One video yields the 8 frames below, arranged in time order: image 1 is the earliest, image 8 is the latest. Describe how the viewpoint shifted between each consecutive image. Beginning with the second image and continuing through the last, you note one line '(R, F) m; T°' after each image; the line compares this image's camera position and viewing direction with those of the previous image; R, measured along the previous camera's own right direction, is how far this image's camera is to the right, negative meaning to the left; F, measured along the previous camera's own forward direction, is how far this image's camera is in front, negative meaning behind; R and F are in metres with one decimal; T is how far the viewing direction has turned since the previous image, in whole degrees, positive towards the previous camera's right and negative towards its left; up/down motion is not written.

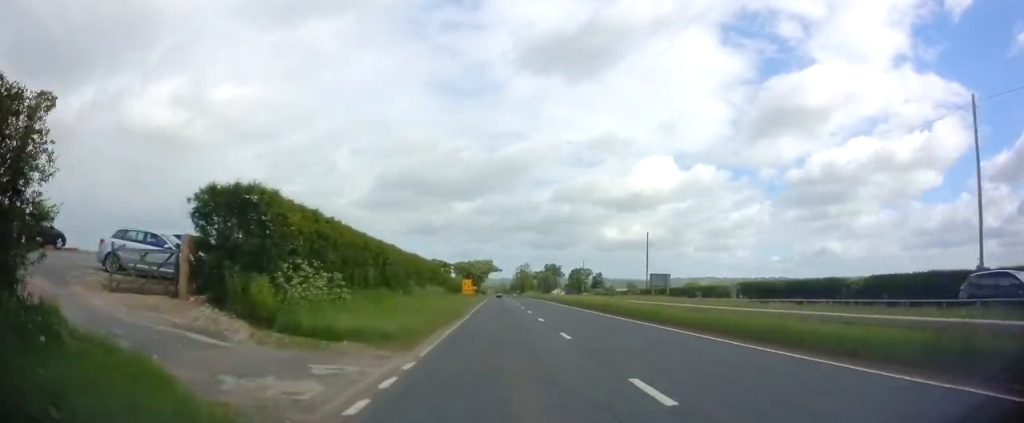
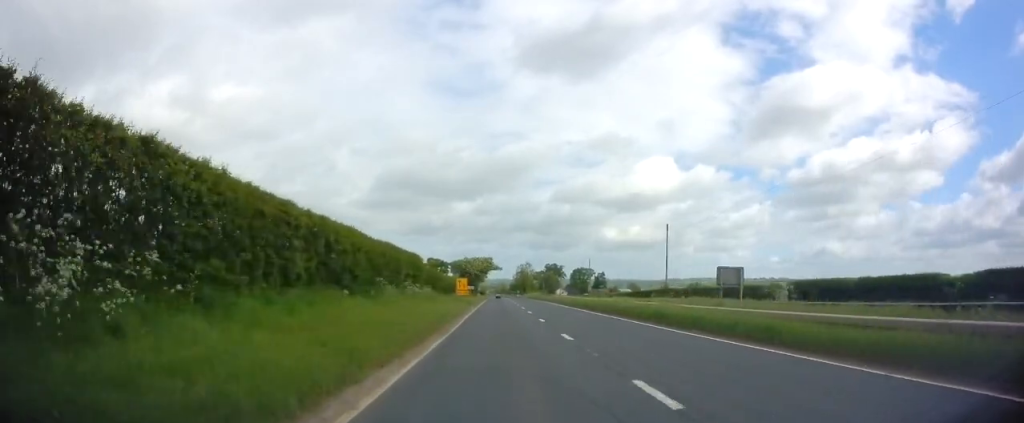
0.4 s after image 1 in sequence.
(0.0, +9.0) m; 0°
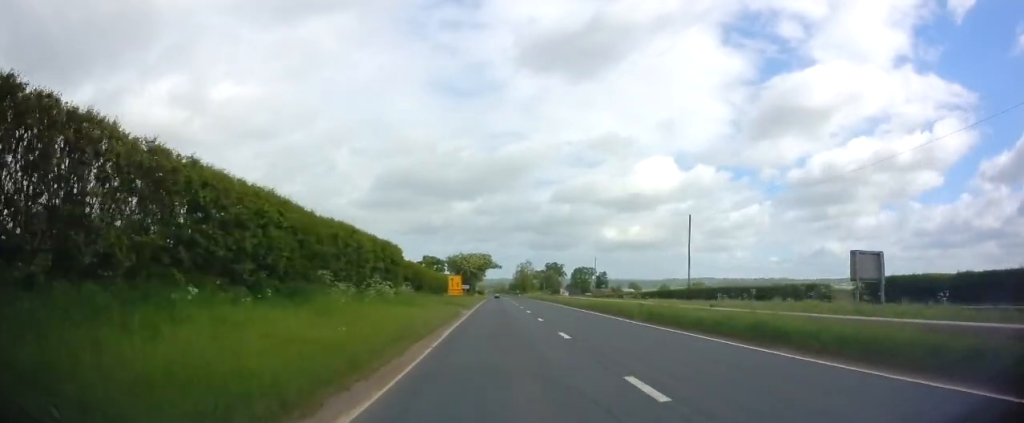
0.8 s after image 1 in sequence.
(0.0, +8.3) m; 0°
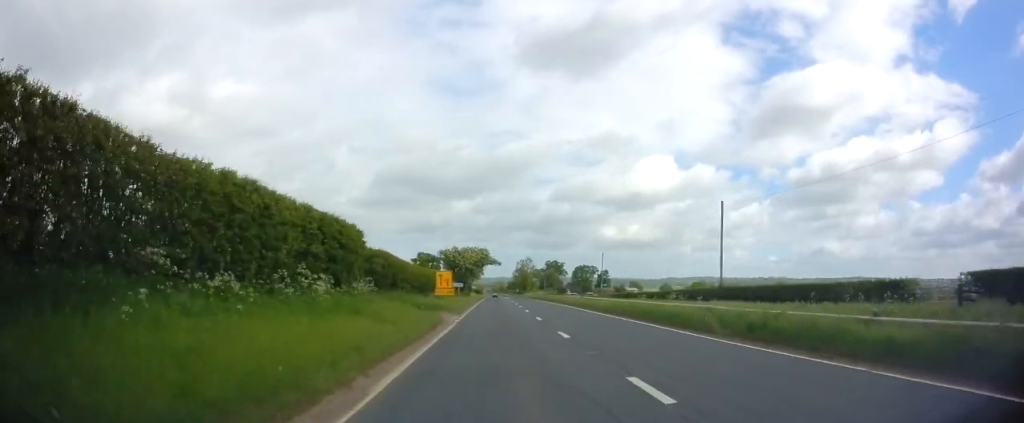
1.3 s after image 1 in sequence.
(+0.1, +9.0) m; 0°
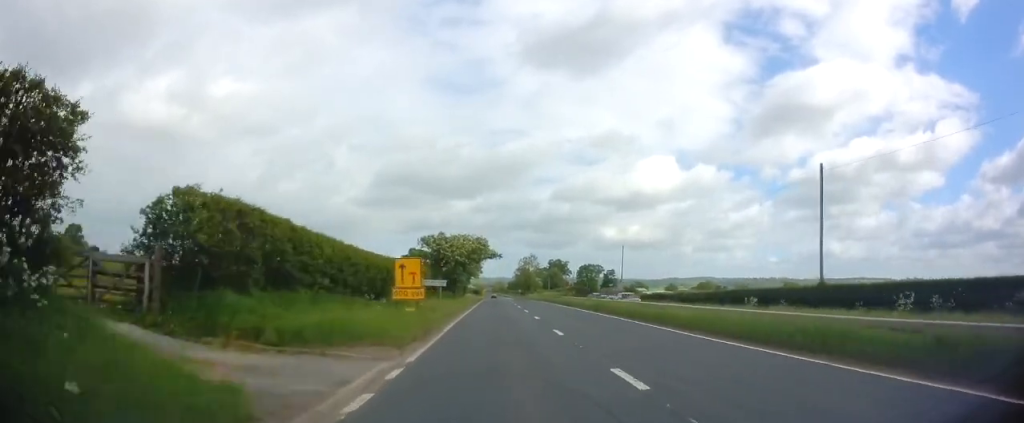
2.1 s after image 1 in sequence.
(-0.1, +16.6) m; 0°
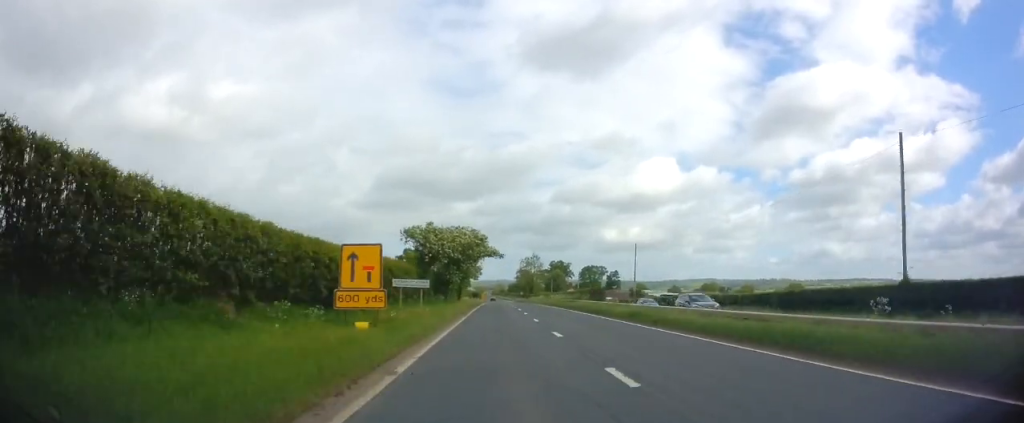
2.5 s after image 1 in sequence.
(-0.2, +8.3) m; 0°
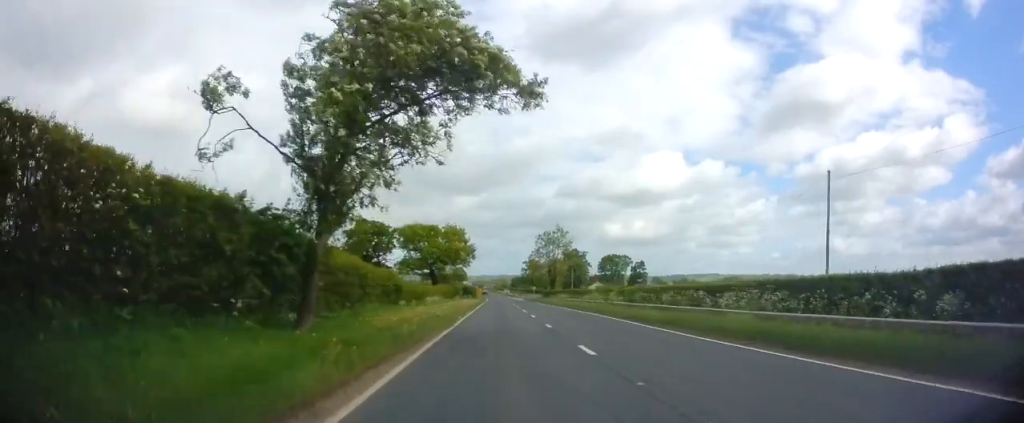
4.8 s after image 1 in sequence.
(+0.7, +48.5) m; 0°
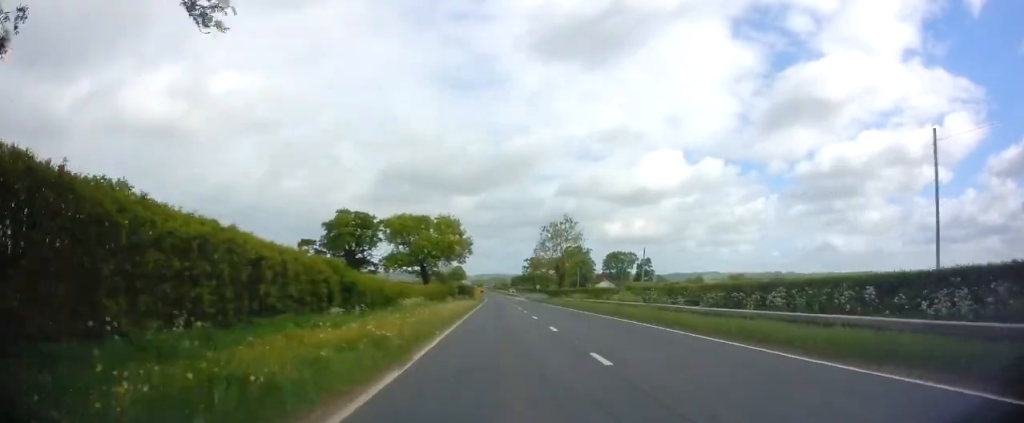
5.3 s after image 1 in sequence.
(-0.2, +10.3) m; 0°
